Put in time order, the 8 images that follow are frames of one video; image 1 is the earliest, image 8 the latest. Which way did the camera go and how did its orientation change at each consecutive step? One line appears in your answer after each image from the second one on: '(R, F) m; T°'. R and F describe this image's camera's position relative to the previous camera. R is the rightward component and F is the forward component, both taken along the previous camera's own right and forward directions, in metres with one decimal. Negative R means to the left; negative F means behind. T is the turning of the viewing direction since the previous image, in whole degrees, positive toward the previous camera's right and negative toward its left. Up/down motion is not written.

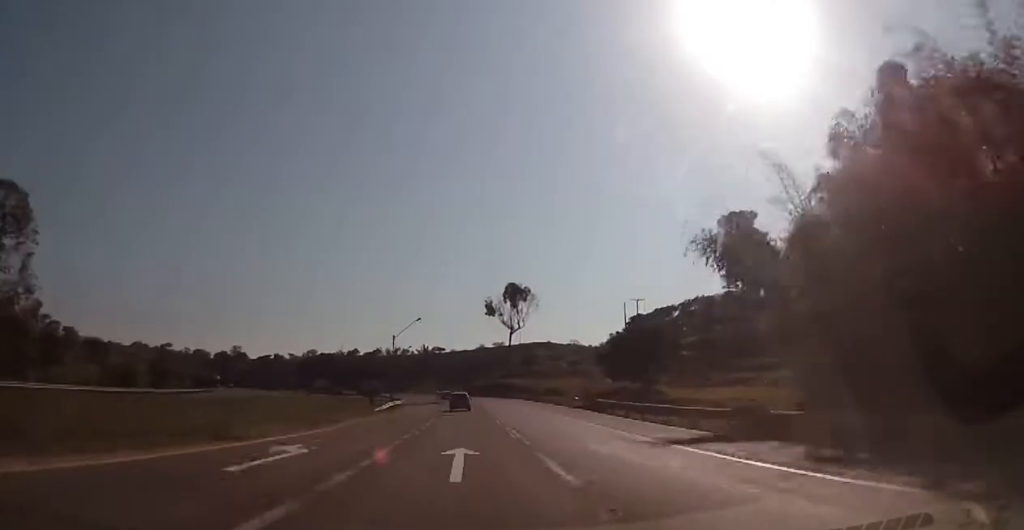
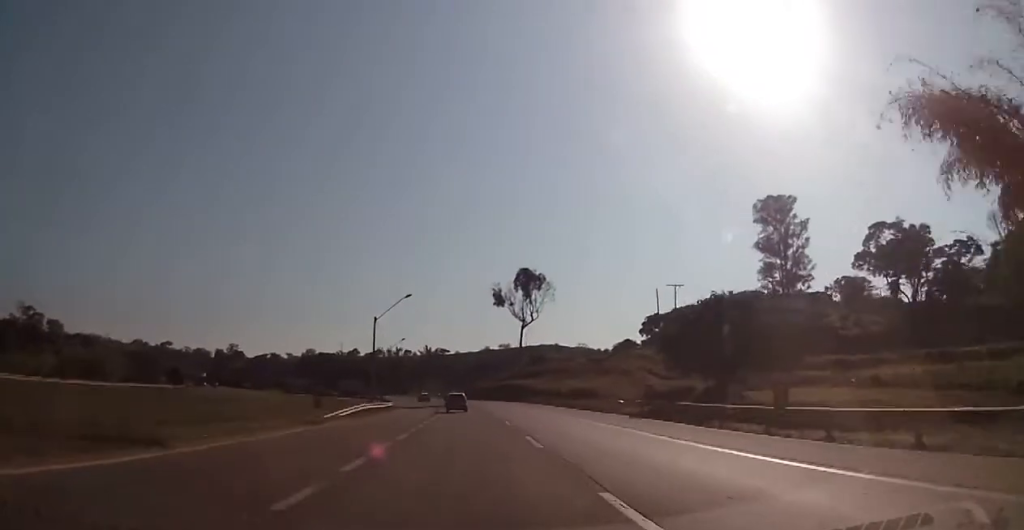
(+0.1, +18.3) m; 0°
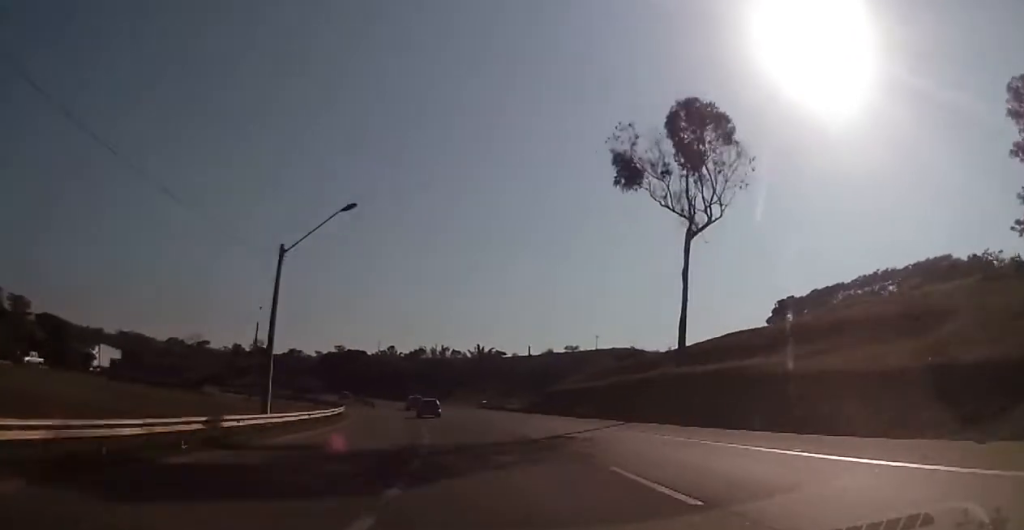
(-1.1, +69.4) m; -2°
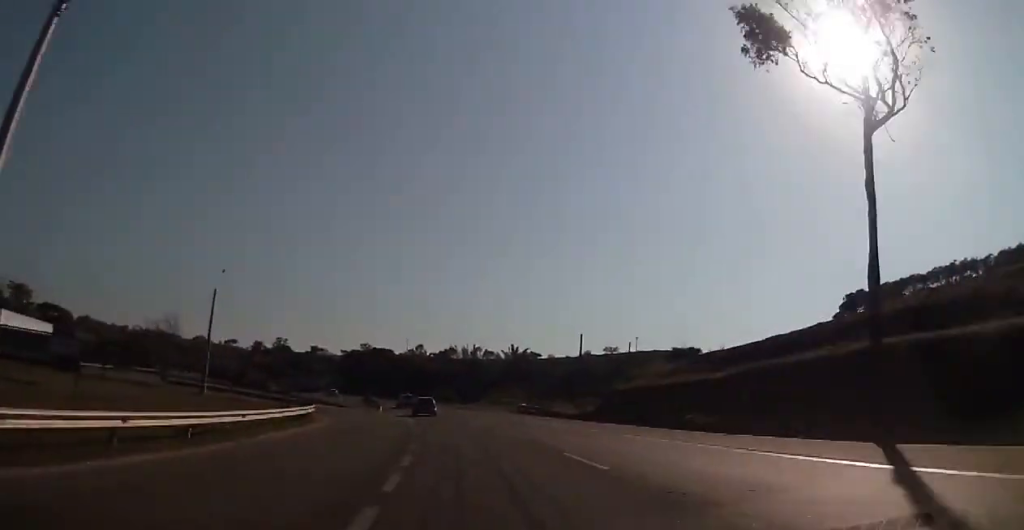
(+0.1, +19.7) m; -2°
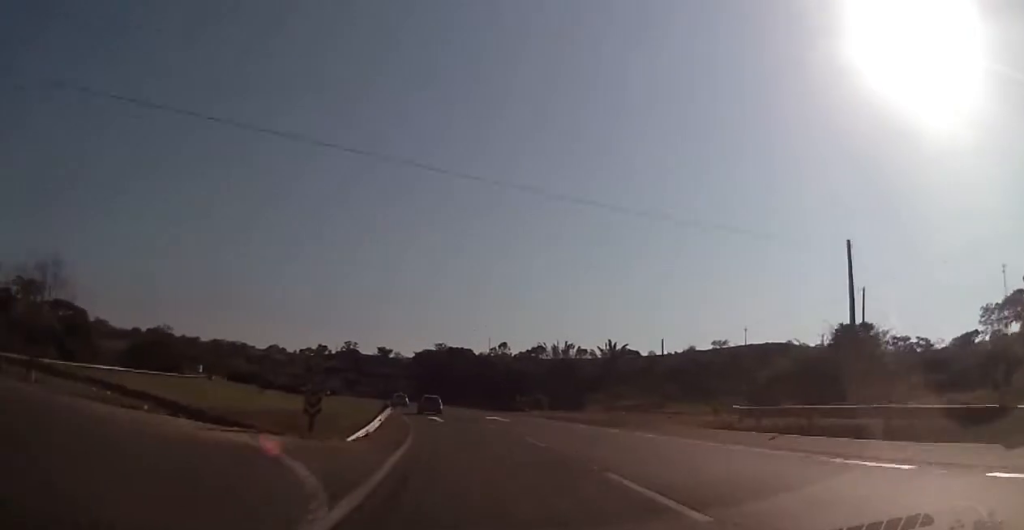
(-2.2, +41.9) m; -6°
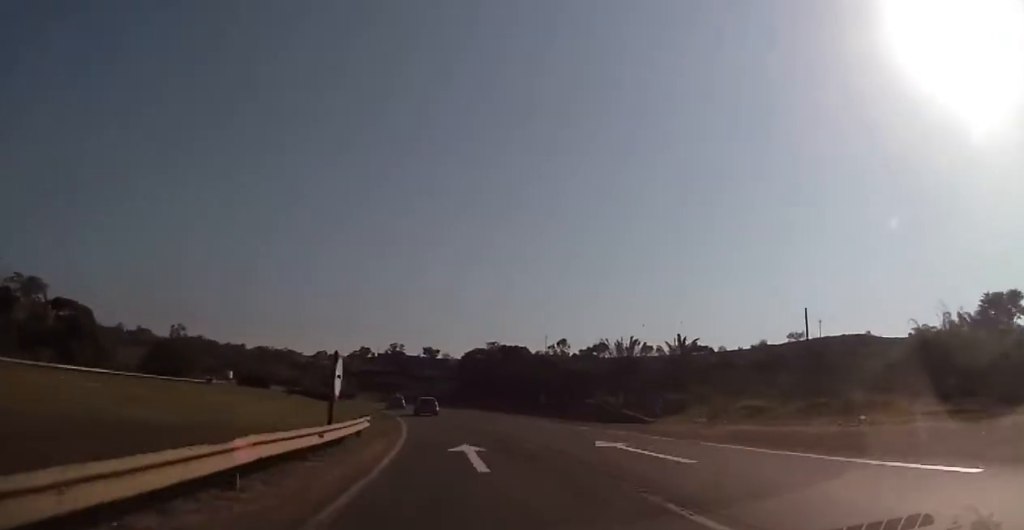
(-1.0, +26.3) m; -4°
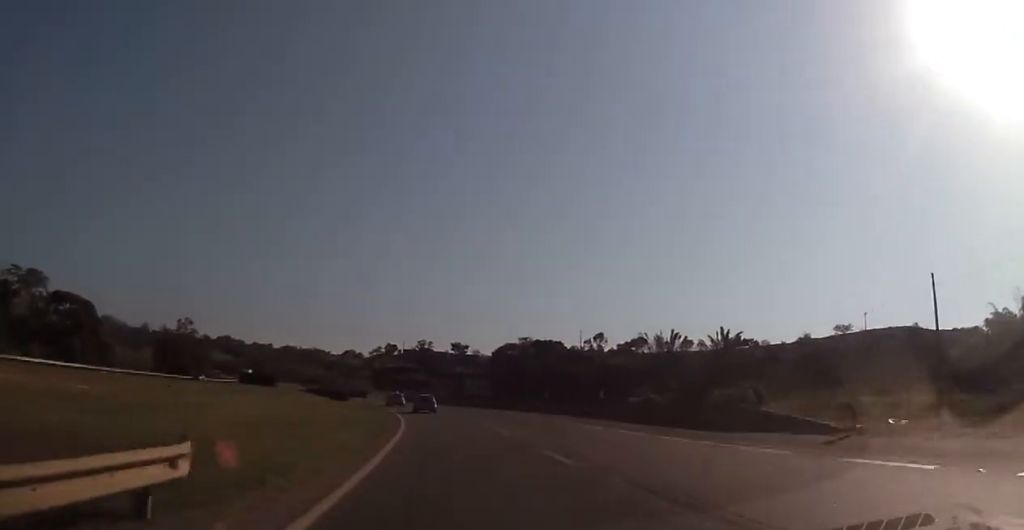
(-0.5, +14.6) m; -2°
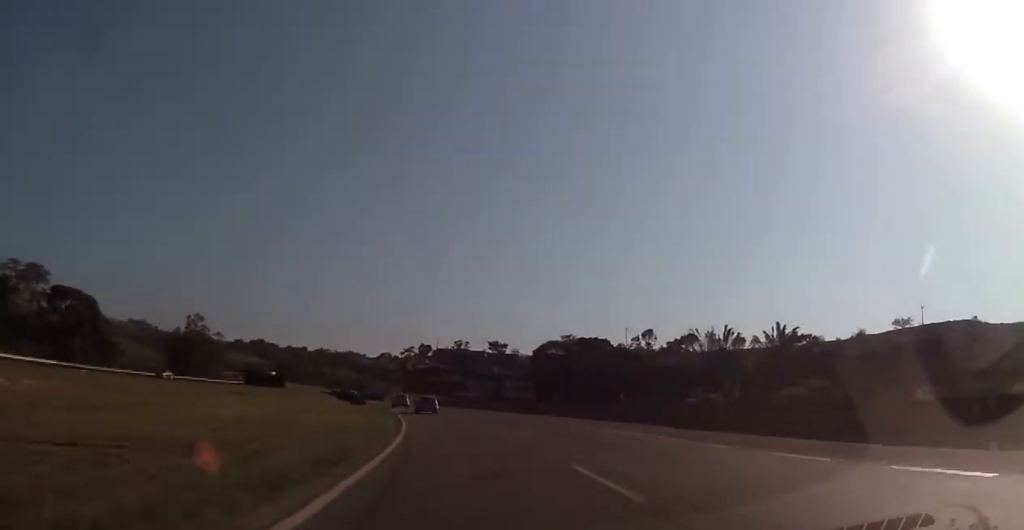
(0.0, +16.6) m; -3°
